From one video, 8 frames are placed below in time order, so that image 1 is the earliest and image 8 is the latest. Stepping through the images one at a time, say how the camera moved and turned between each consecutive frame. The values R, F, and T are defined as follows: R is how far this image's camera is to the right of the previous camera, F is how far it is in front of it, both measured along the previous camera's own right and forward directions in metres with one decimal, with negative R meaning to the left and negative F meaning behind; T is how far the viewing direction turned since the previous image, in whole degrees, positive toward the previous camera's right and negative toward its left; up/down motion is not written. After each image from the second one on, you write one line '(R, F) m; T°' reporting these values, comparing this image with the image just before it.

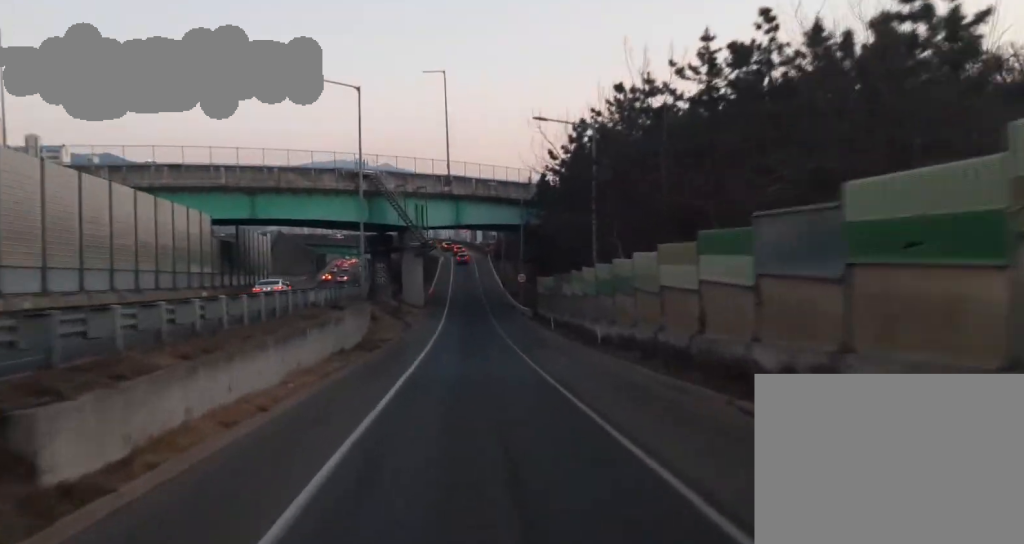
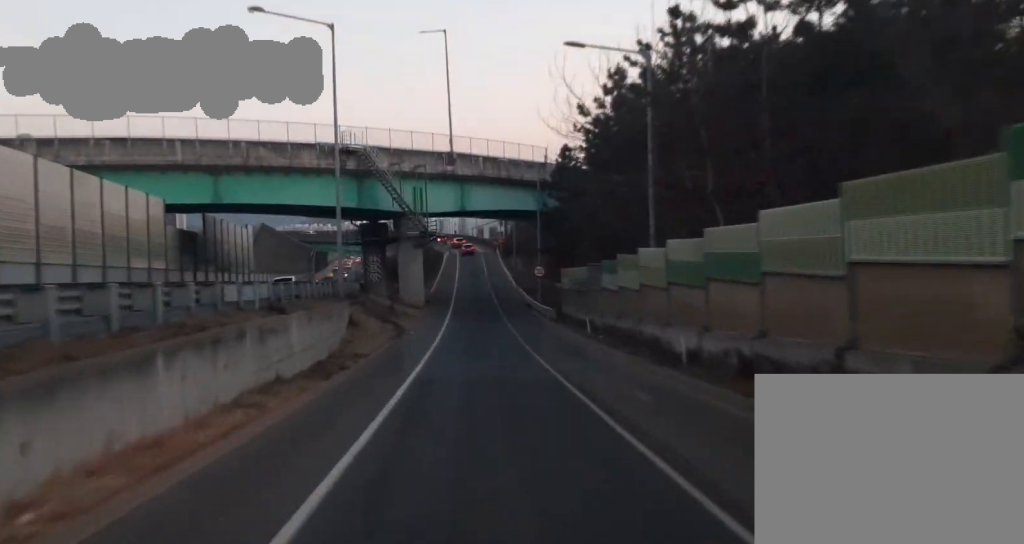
(-0.3, +11.9) m; -1°
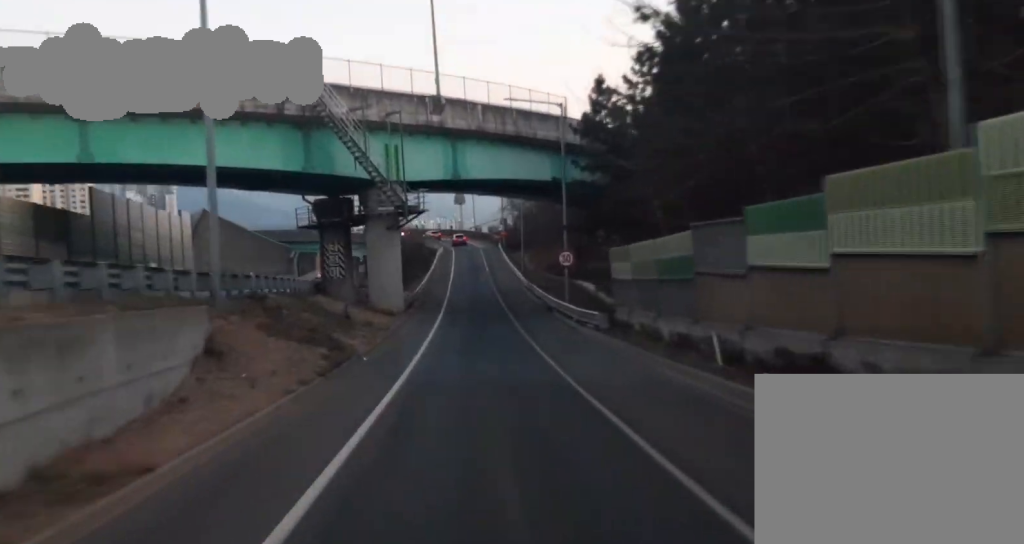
(+0.1, +18.9) m; 0°
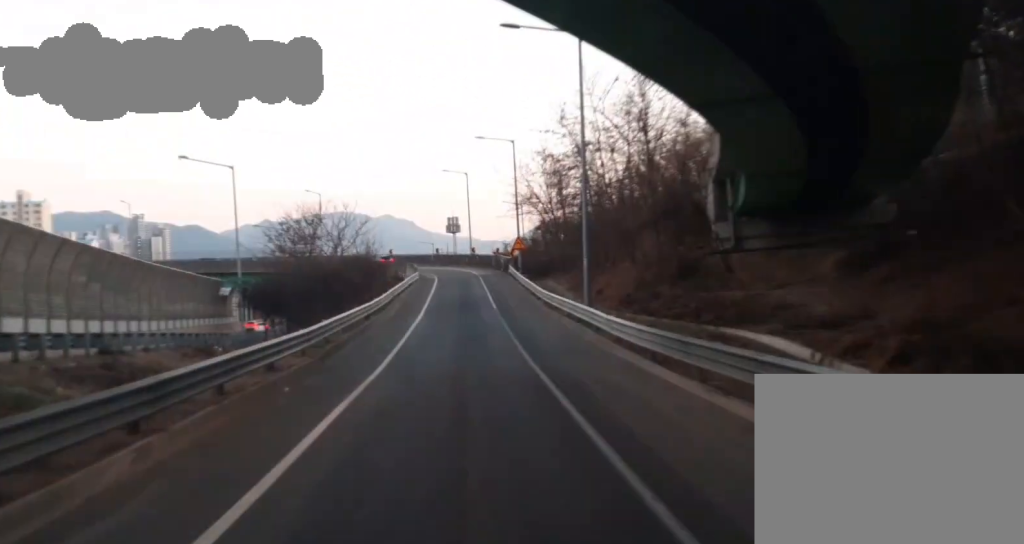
(-0.7, +50.6) m; -1°
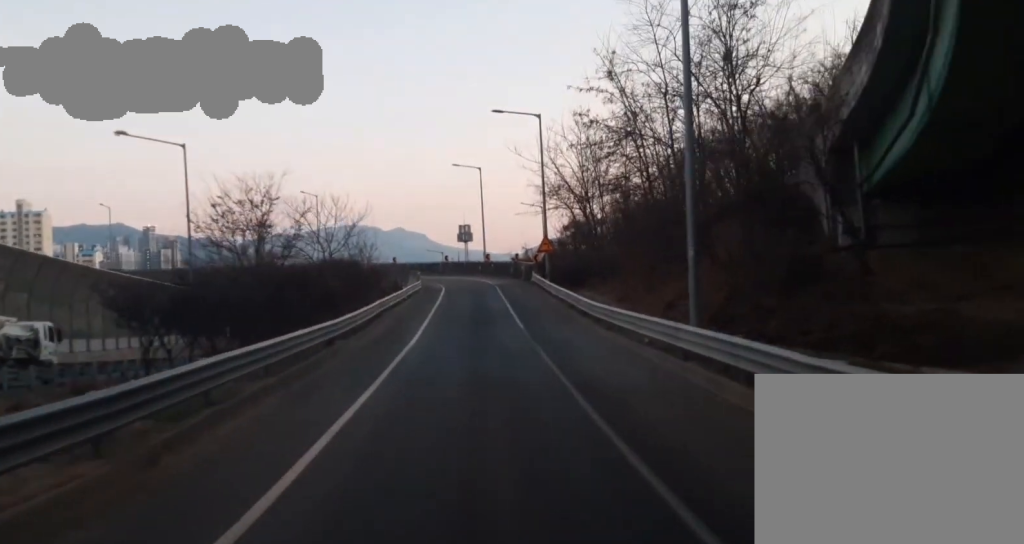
(0.0, +15.5) m; 0°
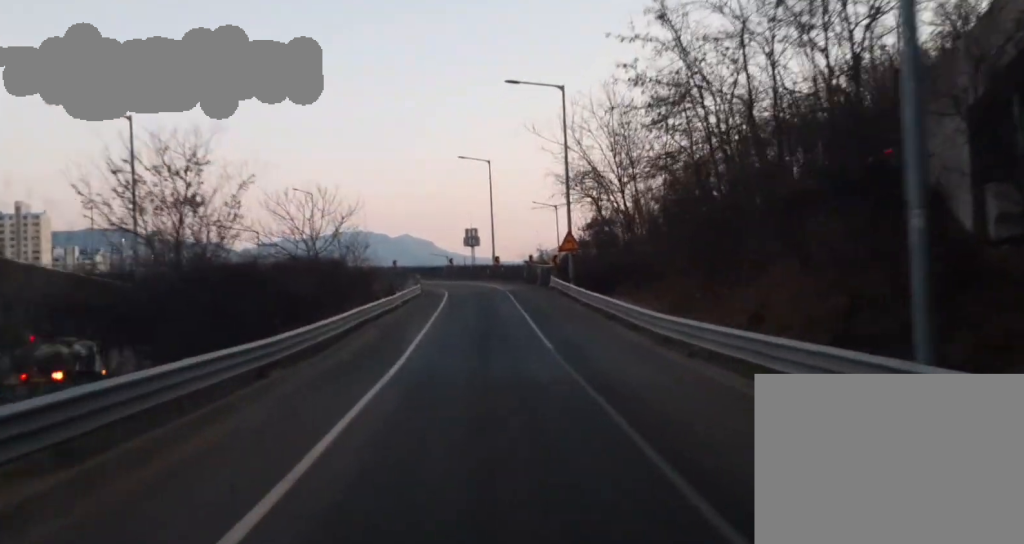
(-0.1, +10.7) m; +1°
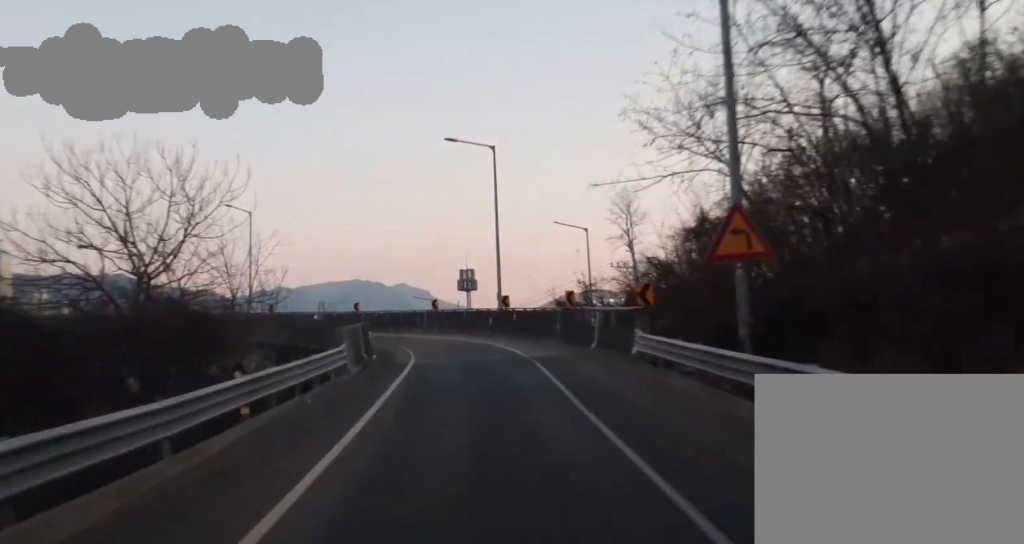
(+1.4, +34.8) m; +5°
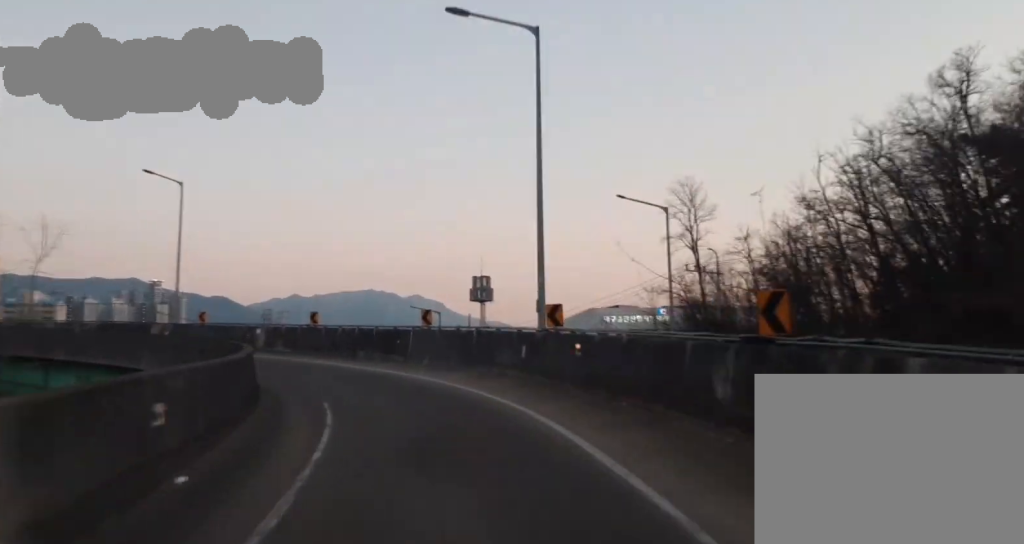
(+0.6, +25.8) m; -3°
